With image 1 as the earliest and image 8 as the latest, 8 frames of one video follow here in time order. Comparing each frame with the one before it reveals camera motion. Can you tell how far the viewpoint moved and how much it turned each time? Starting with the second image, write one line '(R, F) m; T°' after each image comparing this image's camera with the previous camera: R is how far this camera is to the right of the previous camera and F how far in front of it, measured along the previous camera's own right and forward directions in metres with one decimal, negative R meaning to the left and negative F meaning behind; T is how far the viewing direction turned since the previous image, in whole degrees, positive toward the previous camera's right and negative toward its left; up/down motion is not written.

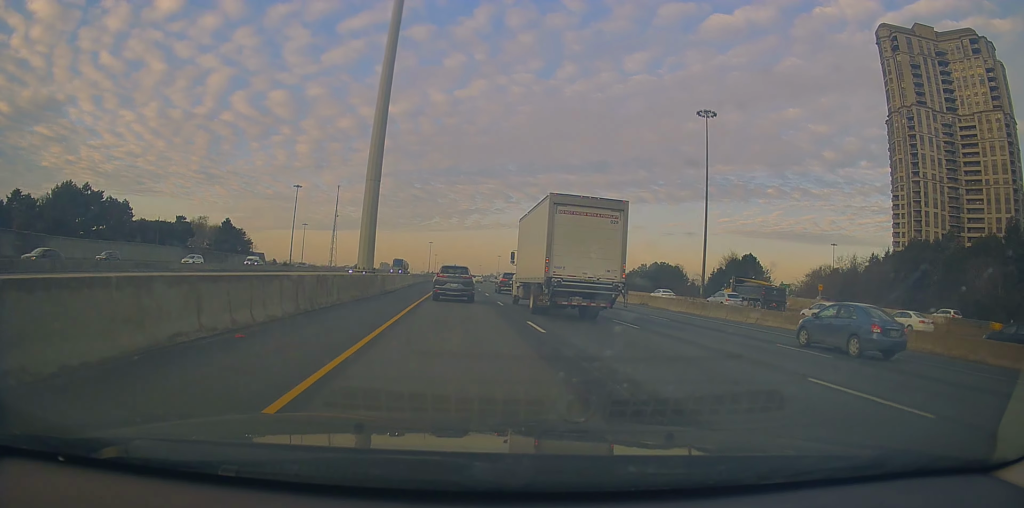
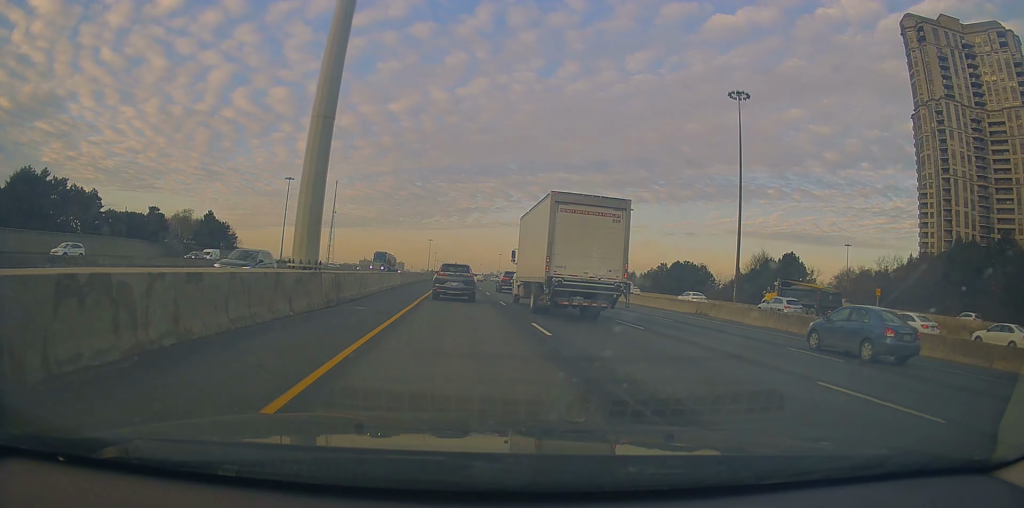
(0.0, +12.6) m; +1°
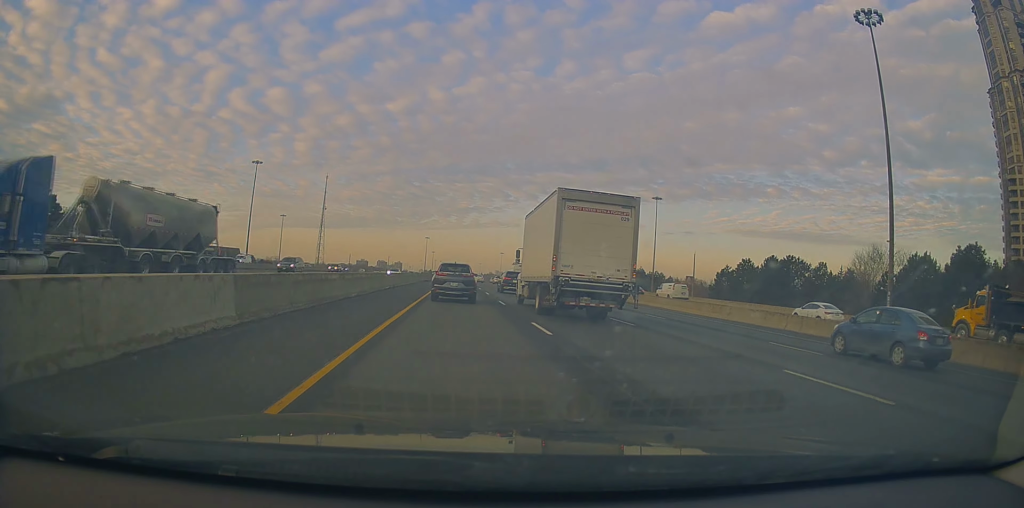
(+0.1, +36.1) m; -1°
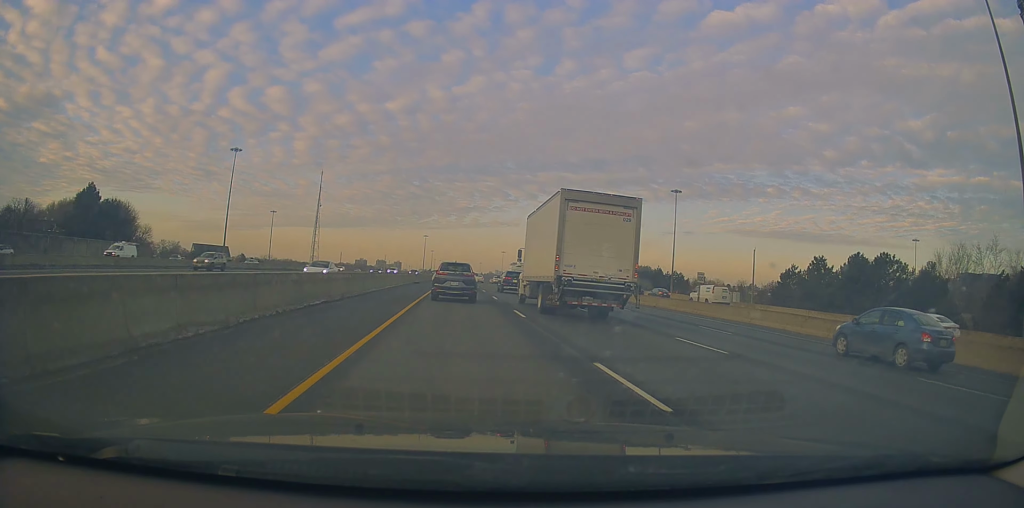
(-0.4, +19.1) m; 0°
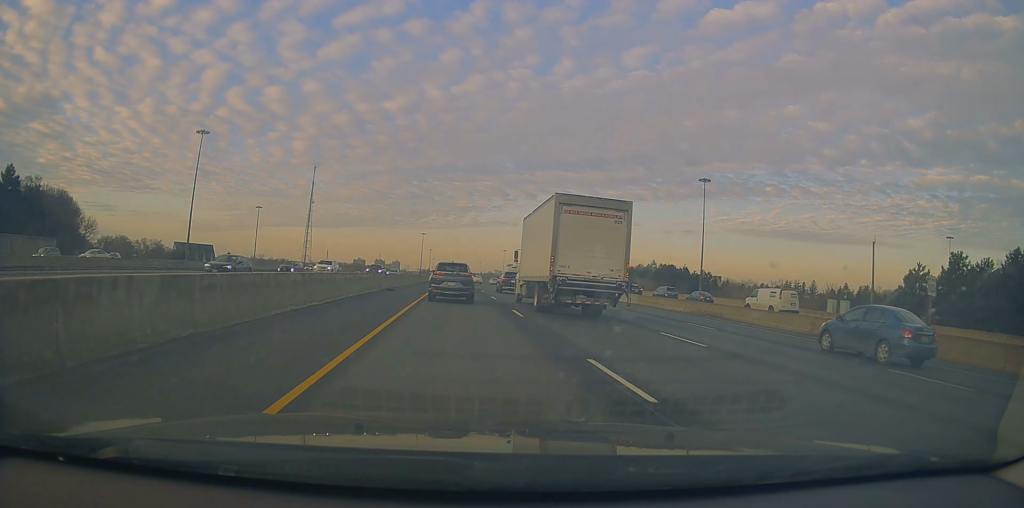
(+0.5, +23.6) m; 0°
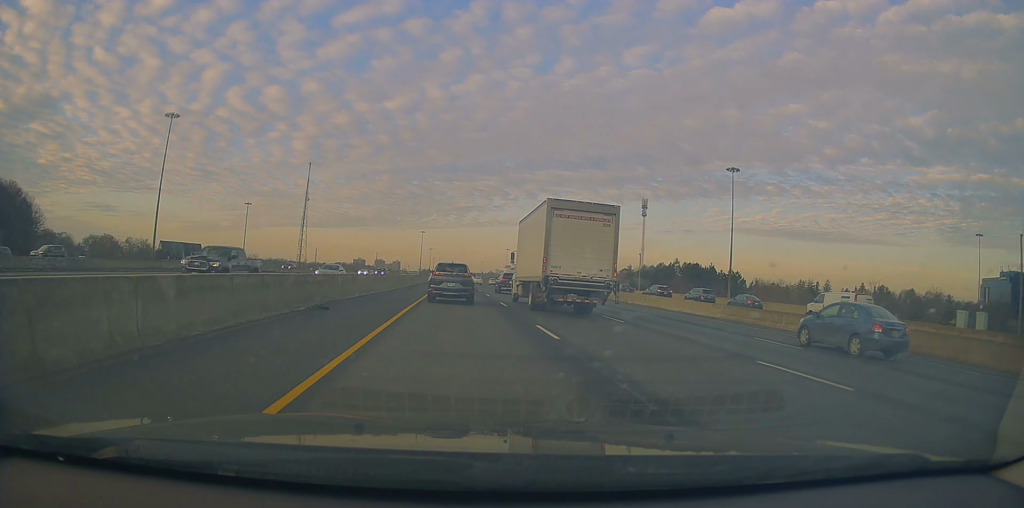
(-0.2, +18.1) m; -1°
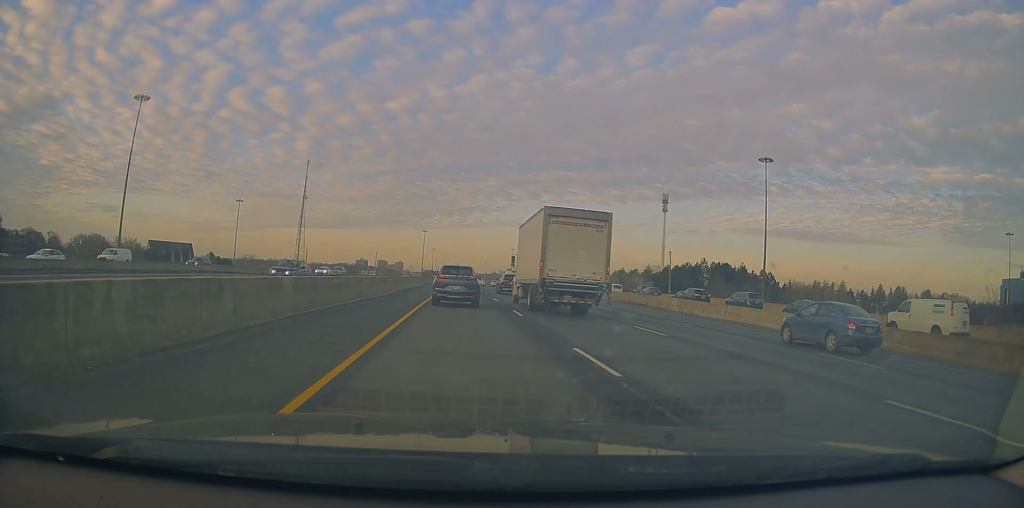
(-0.1, +16.1) m; 0°
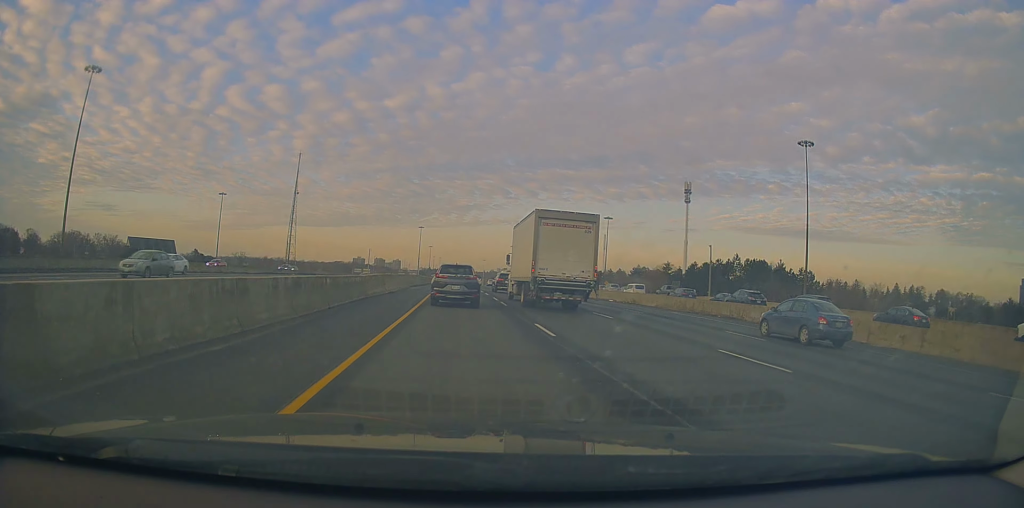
(+0.1, +18.4) m; 0°
